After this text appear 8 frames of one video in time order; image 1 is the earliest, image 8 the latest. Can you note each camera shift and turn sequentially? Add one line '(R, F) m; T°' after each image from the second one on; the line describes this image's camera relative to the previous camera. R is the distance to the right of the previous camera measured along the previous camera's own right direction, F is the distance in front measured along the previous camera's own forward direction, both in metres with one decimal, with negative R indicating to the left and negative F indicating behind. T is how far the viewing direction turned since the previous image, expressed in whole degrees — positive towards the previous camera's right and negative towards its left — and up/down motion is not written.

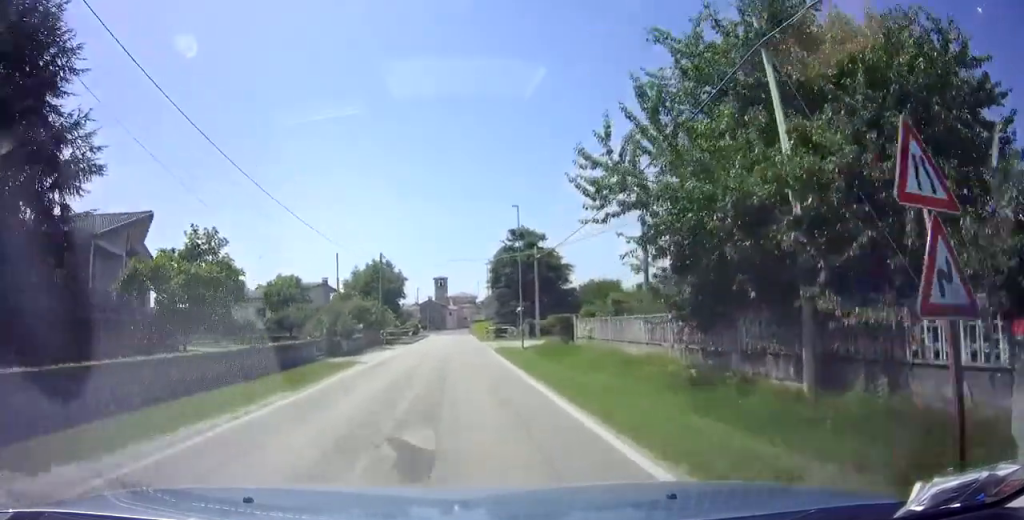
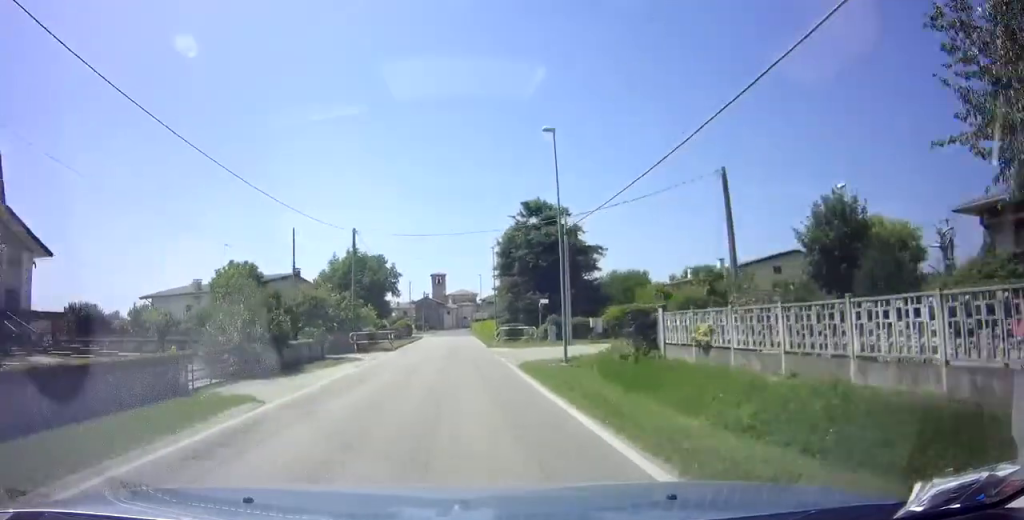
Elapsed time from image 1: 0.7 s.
(+0.1, +11.9) m; -1°
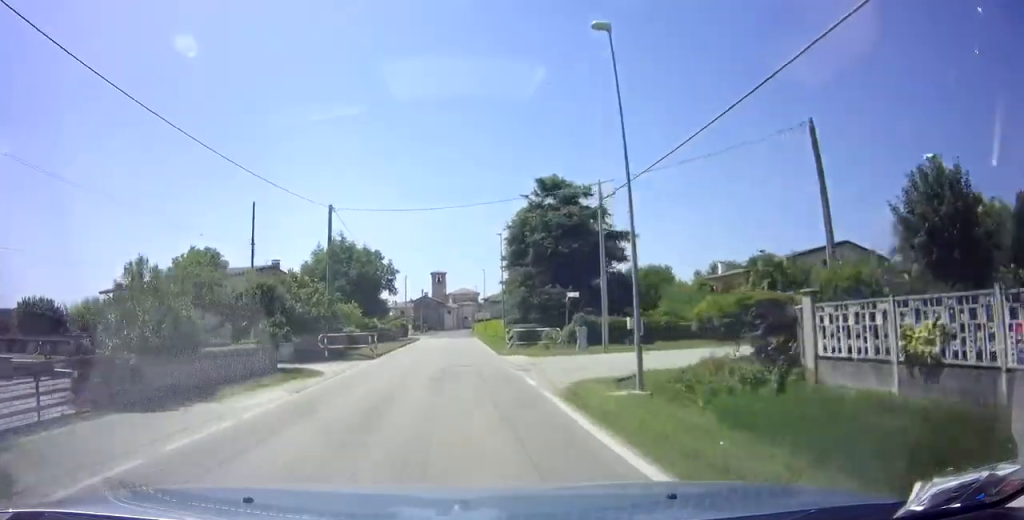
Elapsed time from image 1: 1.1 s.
(+0.1, +7.1) m; -1°
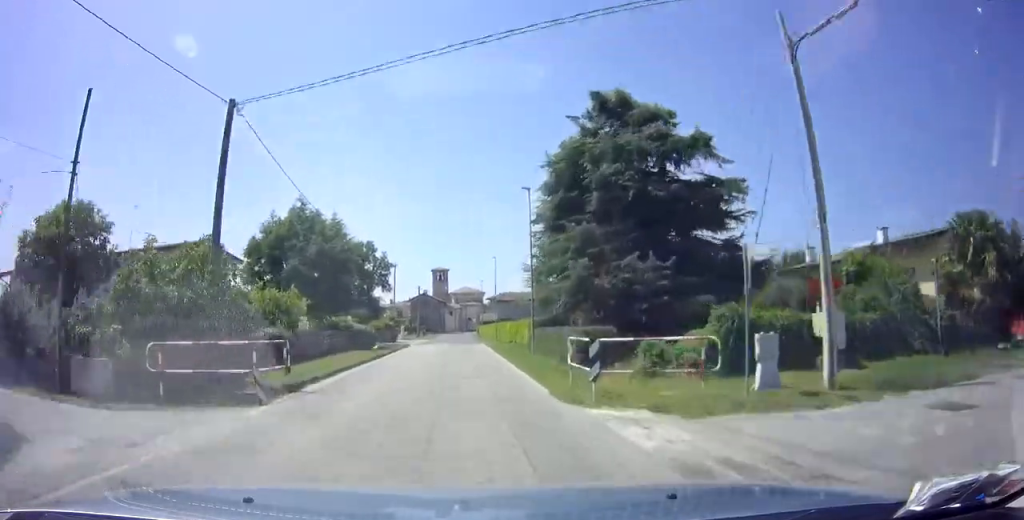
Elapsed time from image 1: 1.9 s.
(-0.4, +14.7) m; 0°
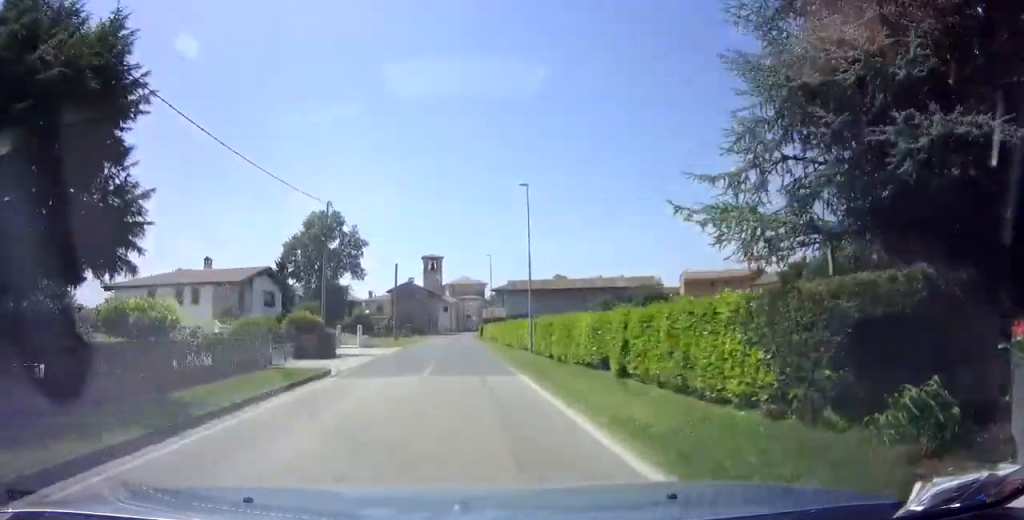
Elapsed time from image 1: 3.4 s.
(+0.2, +26.0) m; 0°
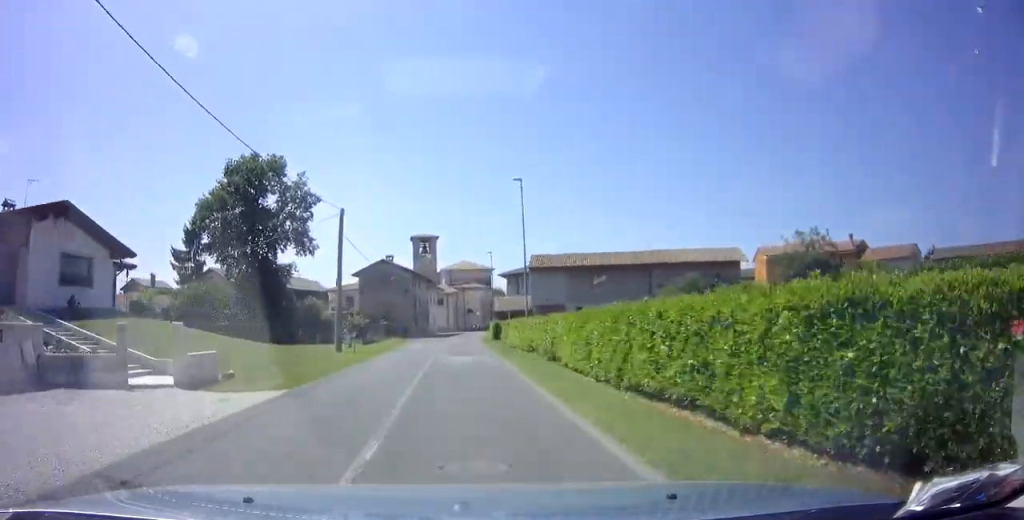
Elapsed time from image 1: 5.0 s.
(+0.1, +26.4) m; 0°
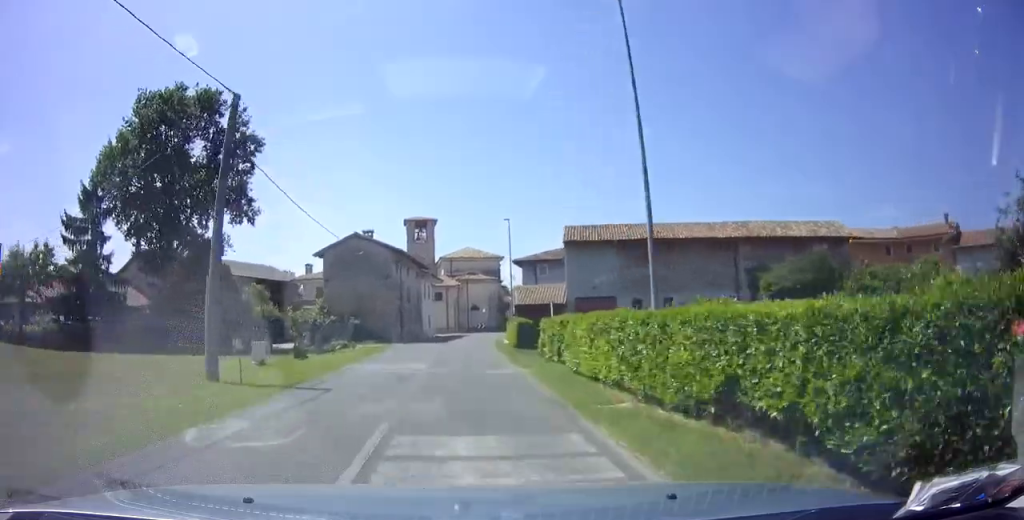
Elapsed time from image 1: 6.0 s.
(-0.2, +15.9) m; -1°
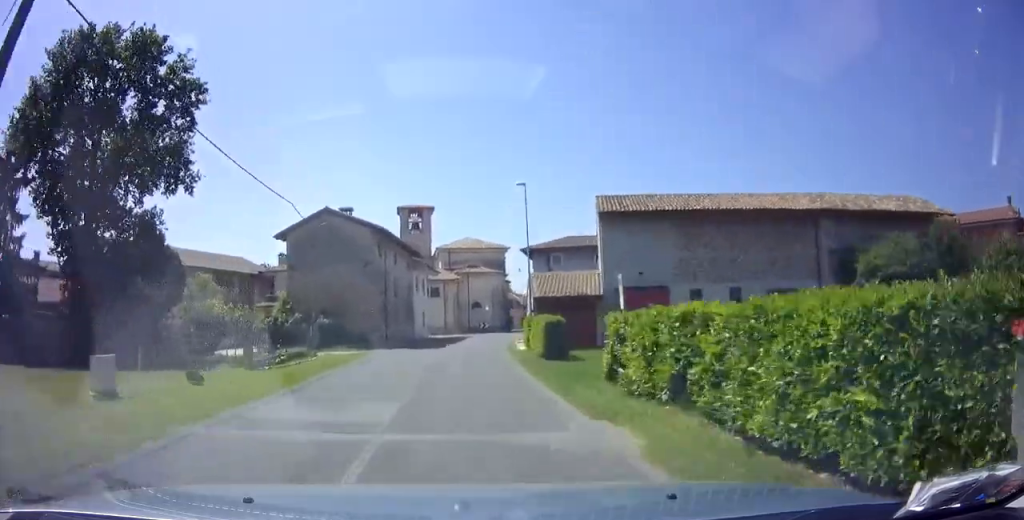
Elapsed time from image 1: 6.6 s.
(0.0, +8.8) m; +1°
